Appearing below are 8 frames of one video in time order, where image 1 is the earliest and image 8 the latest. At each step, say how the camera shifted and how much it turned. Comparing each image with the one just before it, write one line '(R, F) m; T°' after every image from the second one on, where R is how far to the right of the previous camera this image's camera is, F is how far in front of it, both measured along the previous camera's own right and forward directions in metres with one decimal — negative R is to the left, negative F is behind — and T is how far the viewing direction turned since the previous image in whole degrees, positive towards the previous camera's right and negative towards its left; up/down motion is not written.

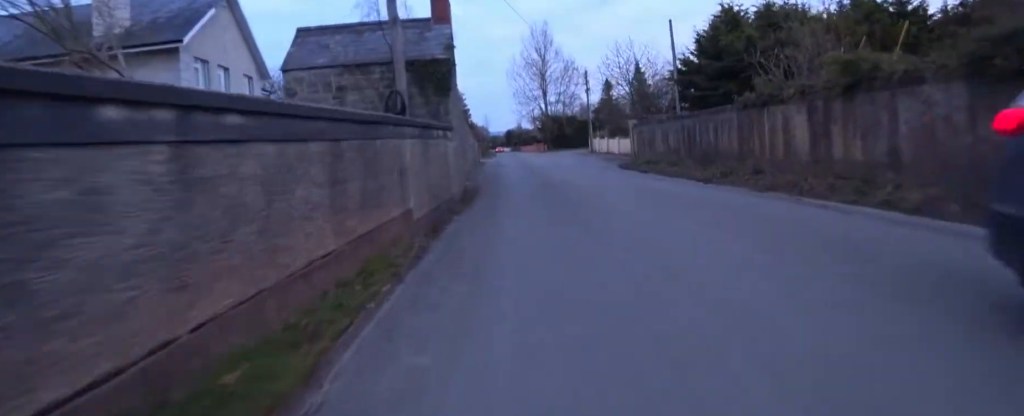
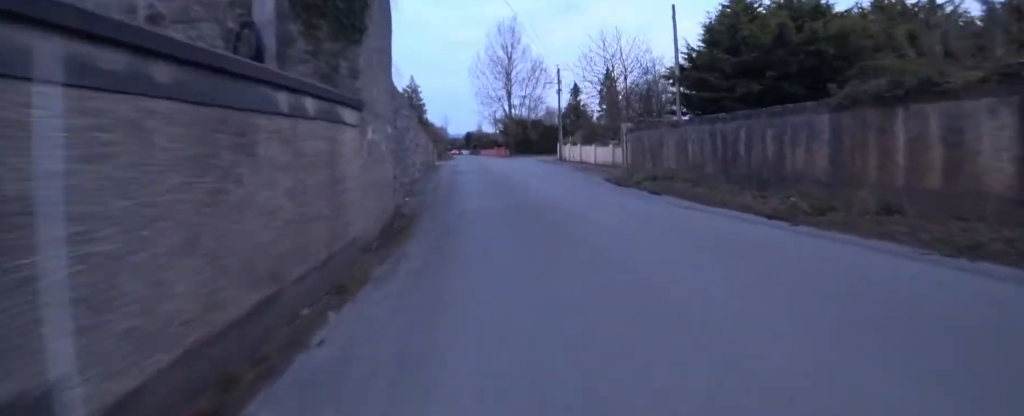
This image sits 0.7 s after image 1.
(+0.7, +5.1) m; +9°
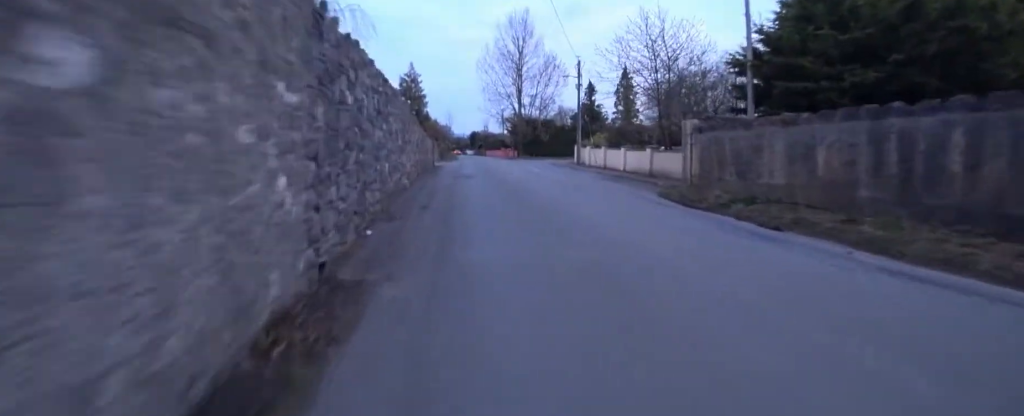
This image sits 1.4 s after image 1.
(+0.4, +4.8) m; +1°
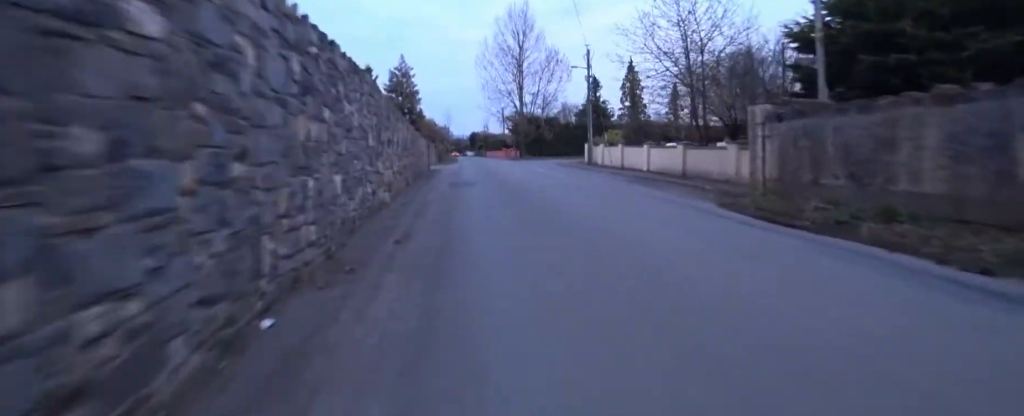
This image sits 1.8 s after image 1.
(+0.5, +3.3) m; -4°
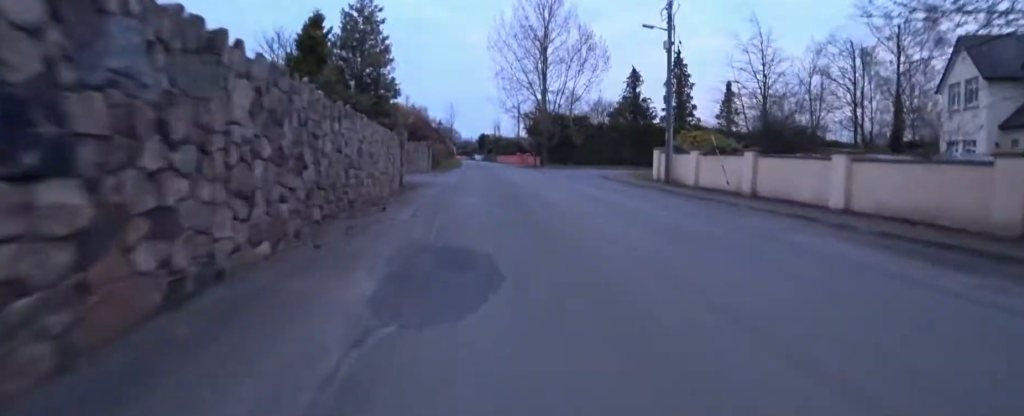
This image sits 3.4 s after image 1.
(-1.5, +11.3) m; -6°
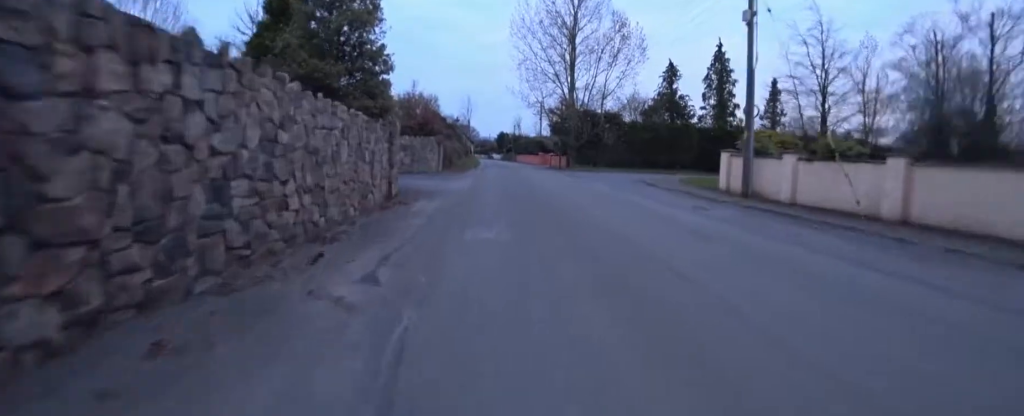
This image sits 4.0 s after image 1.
(+0.6, +4.4) m; 0°
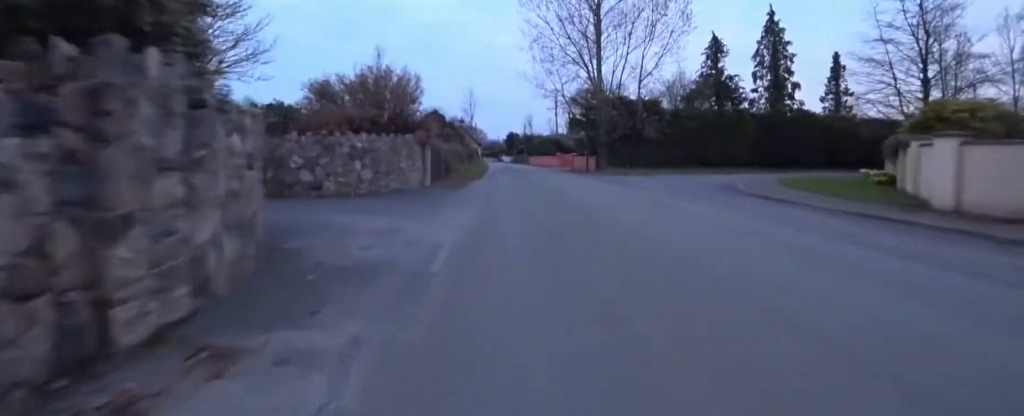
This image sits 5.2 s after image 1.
(-0.7, +8.0) m; +6°
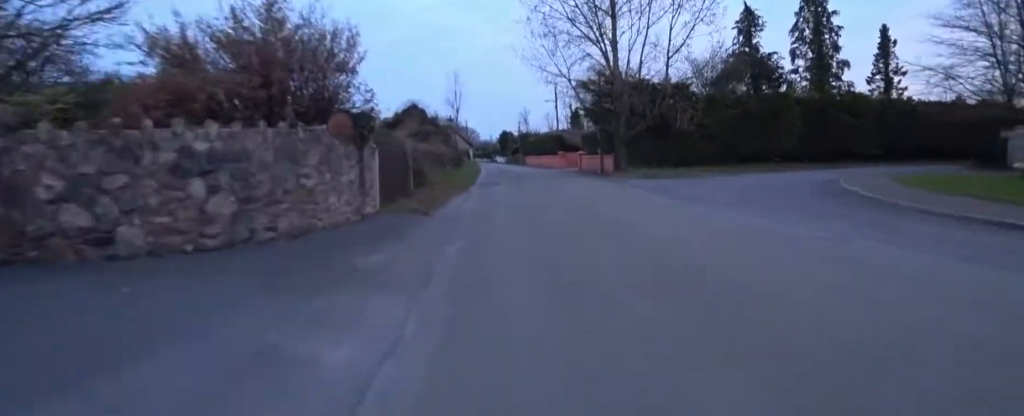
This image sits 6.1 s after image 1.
(+1.3, +6.4) m; +4°
